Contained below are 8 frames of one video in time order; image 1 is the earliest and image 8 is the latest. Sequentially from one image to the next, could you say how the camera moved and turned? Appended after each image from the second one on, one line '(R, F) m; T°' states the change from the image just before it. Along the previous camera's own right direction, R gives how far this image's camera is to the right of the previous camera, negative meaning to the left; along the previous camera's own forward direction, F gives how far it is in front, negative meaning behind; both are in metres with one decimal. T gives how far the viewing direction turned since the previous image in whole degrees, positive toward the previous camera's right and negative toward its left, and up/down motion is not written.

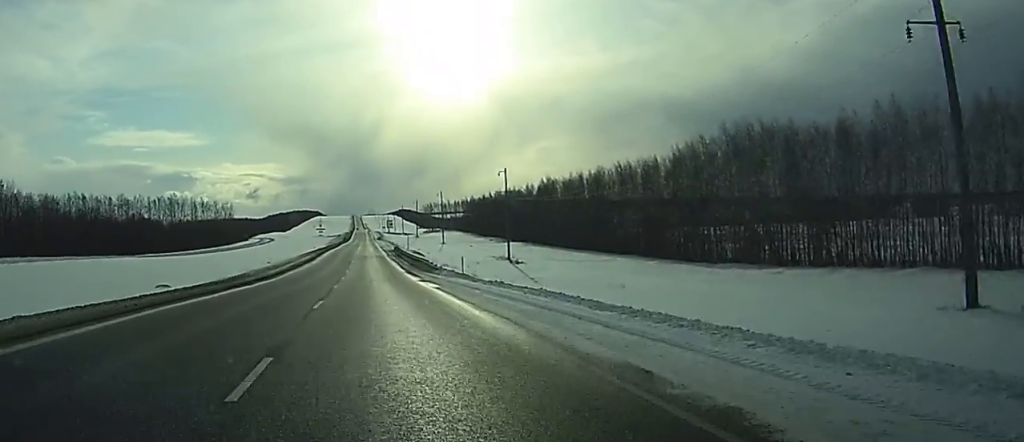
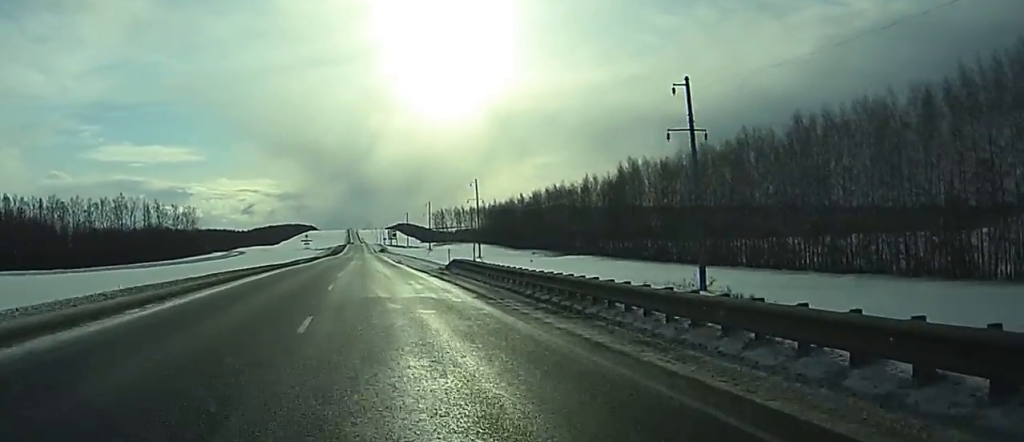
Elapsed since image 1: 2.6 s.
(+0.2, +78.4) m; 0°
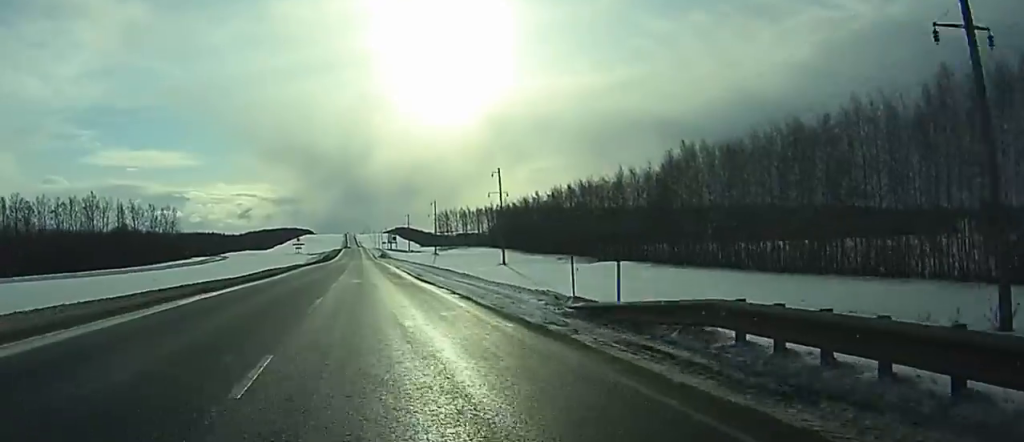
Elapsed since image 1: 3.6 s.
(+0.1, +29.8) m; 0°
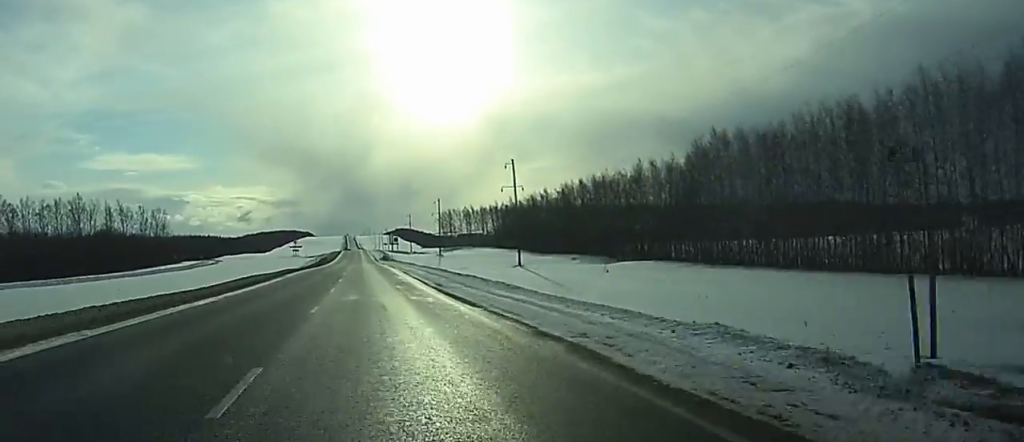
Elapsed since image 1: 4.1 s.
(0.0, +12.9) m; 0°
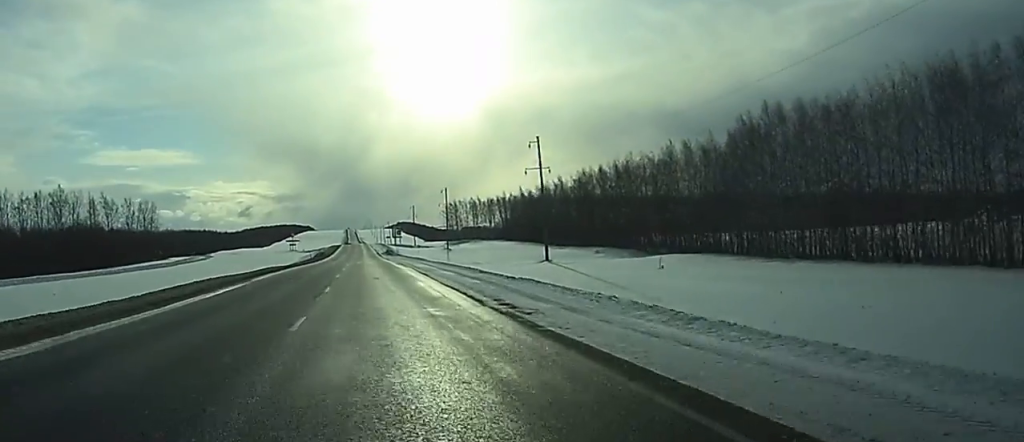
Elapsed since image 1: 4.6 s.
(-0.1, +16.9) m; 0°
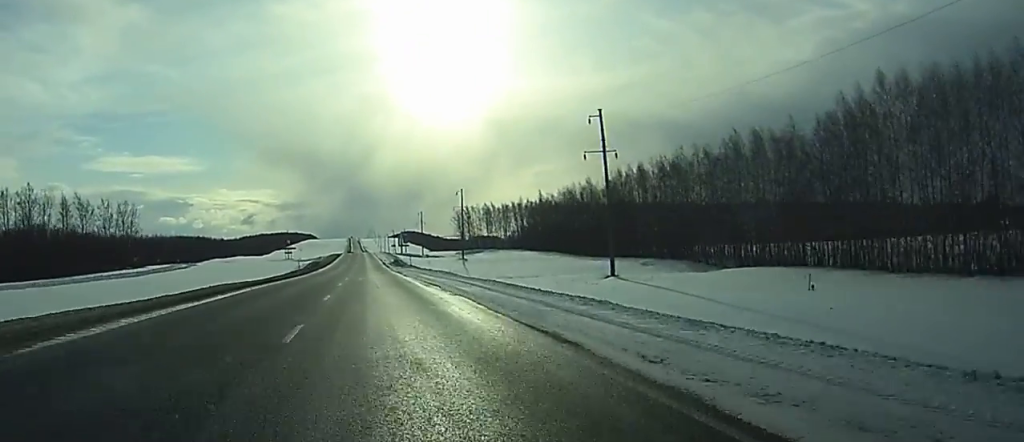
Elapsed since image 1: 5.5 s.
(0.0, +25.7) m; 0°
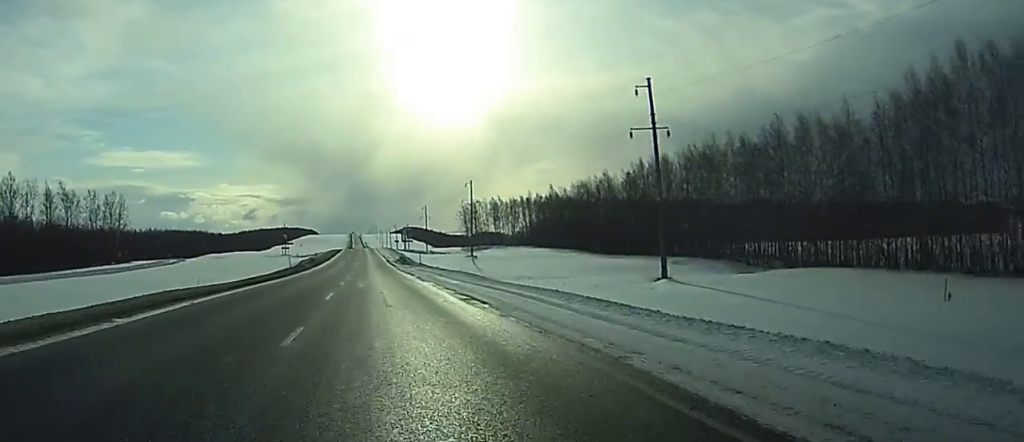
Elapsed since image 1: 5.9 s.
(0.0, +12.8) m; 0°
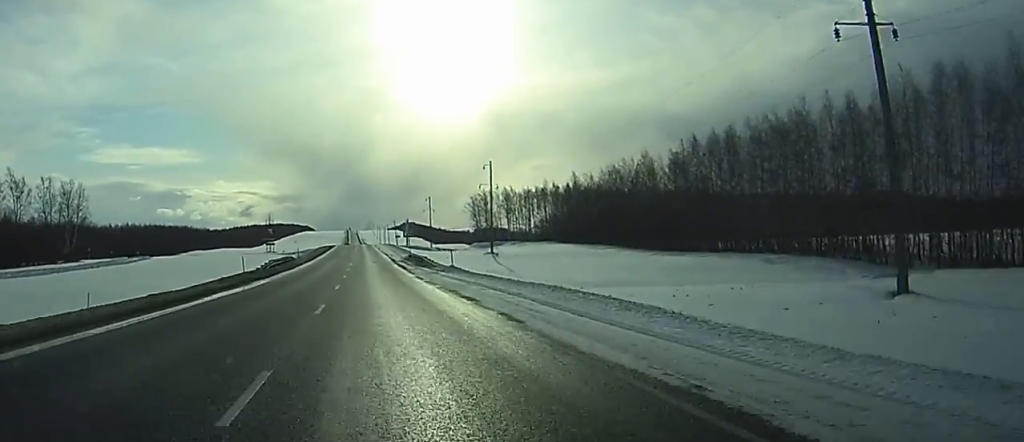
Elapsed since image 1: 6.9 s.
(0.0, +29.5) m; 0°
